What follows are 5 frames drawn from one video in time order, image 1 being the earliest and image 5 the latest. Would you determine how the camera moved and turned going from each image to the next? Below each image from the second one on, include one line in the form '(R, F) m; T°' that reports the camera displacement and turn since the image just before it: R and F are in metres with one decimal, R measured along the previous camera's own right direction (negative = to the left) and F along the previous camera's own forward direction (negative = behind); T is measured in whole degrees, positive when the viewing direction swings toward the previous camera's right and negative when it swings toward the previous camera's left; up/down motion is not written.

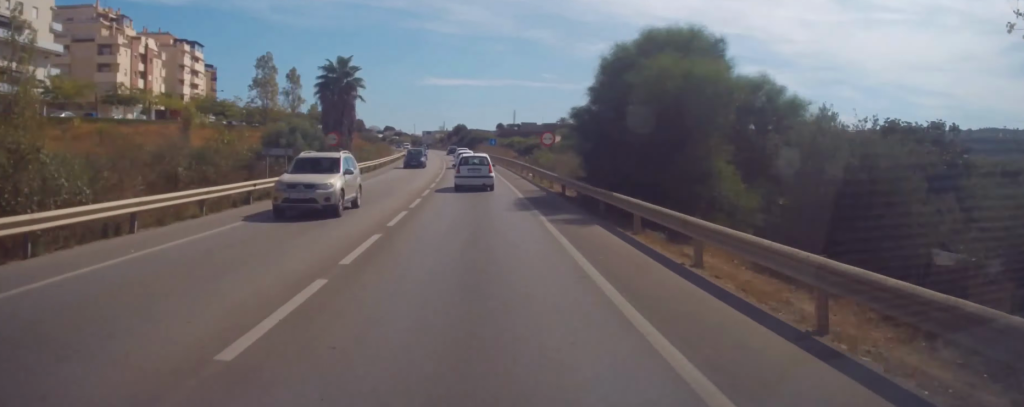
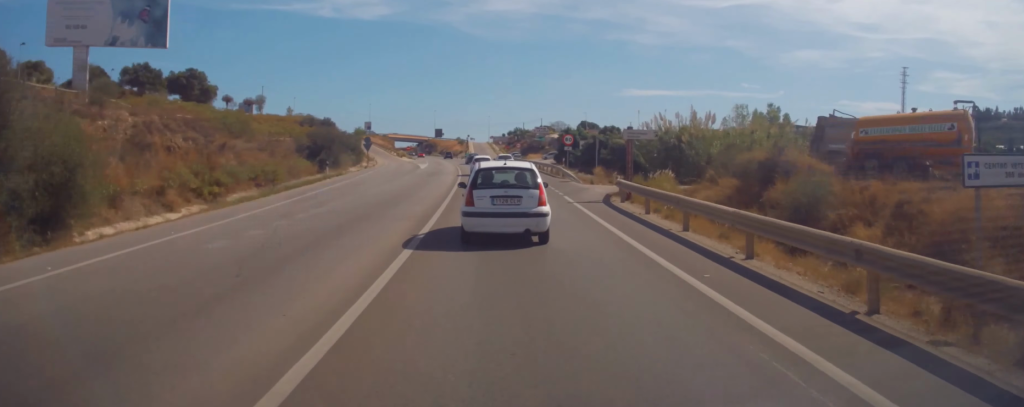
(-37.9, +303.9) m; -16°
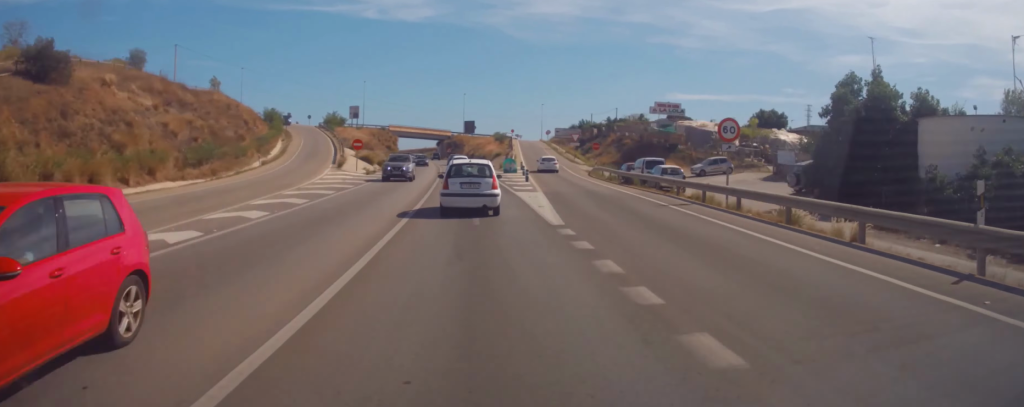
(-4.6, +88.7) m; -5°
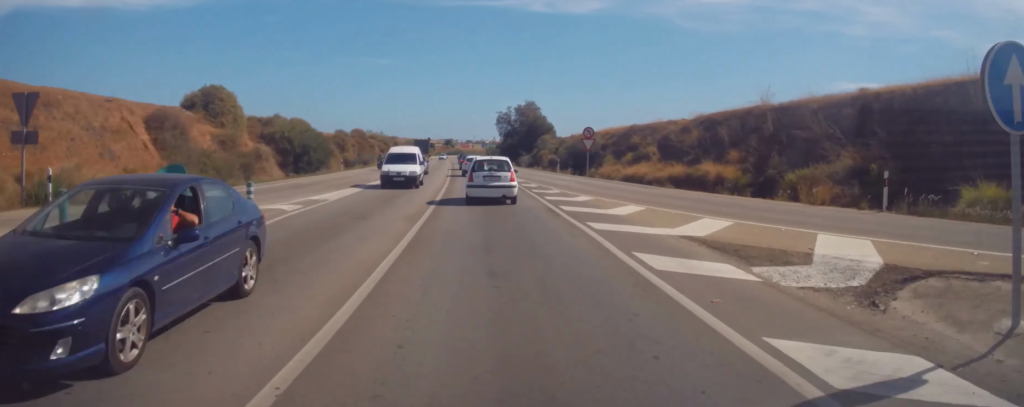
(-28.1, +240.5) m; -12°
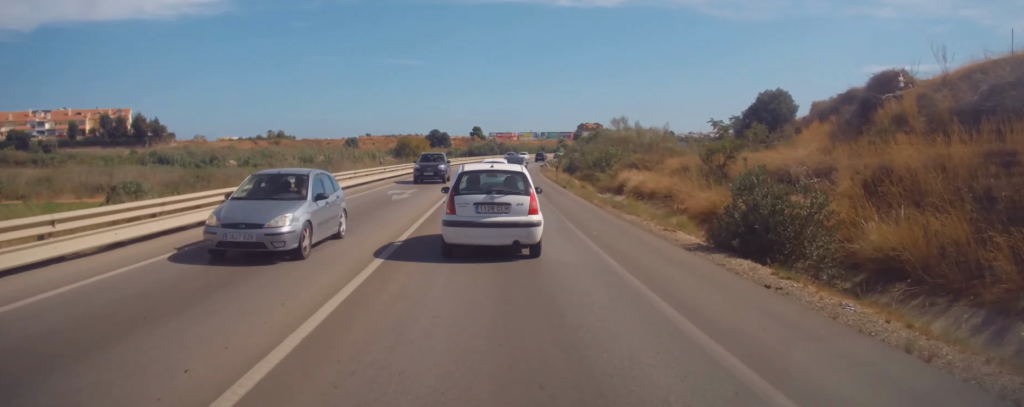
(-6.8, +202.5) m; +2°
